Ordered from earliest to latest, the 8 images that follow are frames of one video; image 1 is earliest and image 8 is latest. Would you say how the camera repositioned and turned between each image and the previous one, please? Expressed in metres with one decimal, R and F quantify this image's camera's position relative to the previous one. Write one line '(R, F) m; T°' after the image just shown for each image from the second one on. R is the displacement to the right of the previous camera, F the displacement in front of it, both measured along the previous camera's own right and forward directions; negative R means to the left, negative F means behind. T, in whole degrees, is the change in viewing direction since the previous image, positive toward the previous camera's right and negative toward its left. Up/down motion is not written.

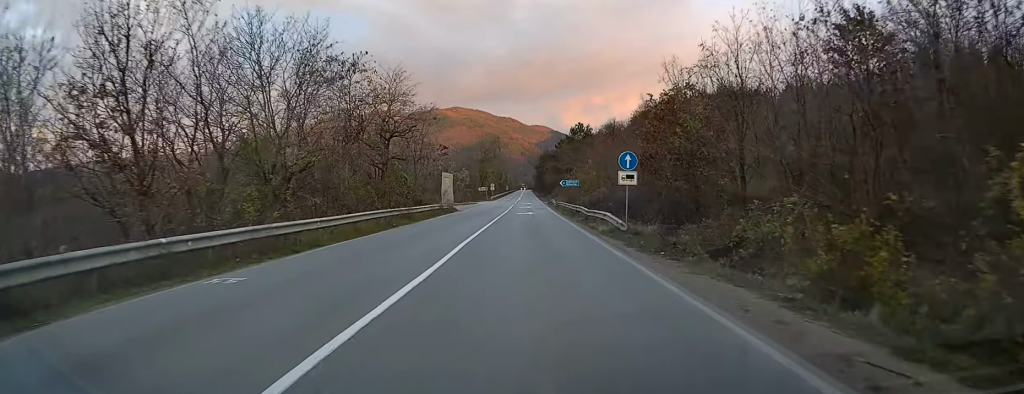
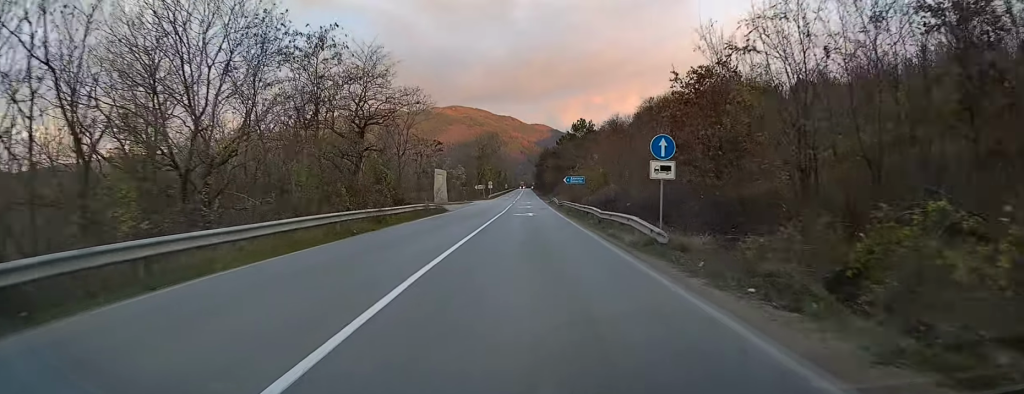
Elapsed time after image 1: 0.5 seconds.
(0.0, +6.6) m; 0°
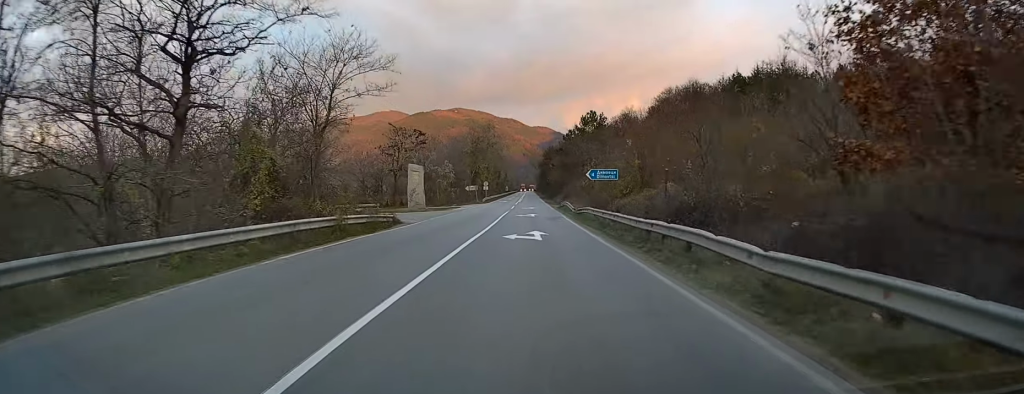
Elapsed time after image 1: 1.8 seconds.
(-0.1, +19.7) m; -1°
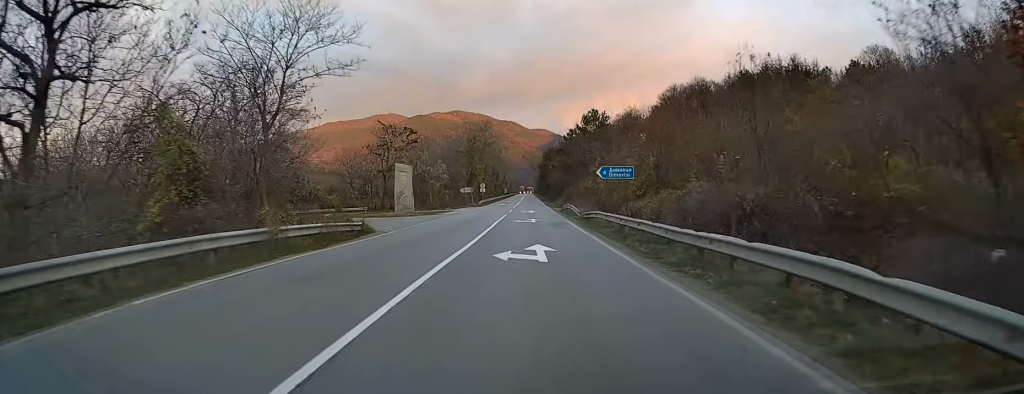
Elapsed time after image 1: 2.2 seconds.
(-0.2, +5.8) m; 0°
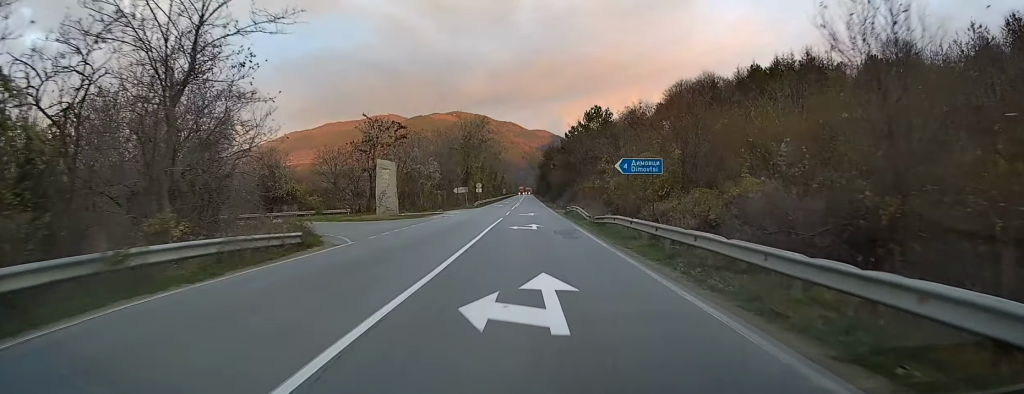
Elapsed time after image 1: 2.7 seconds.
(+0.1, +6.8) m; +1°
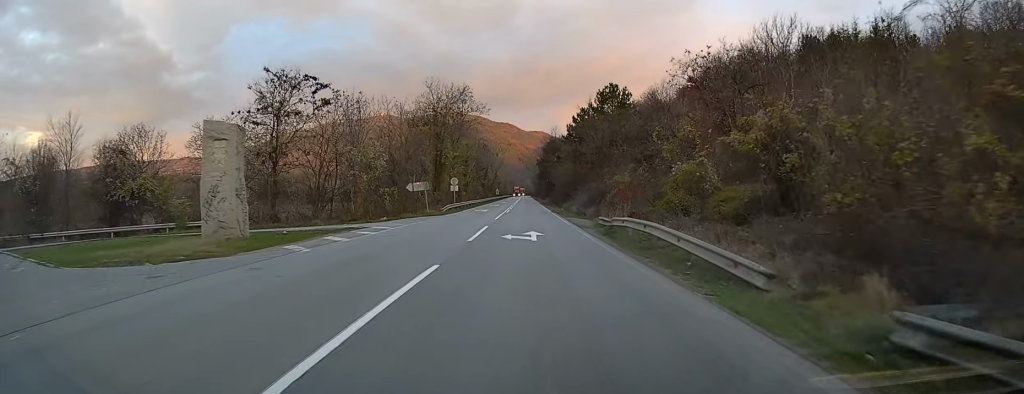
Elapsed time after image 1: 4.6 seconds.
(+0.5, +27.2) m; 0°
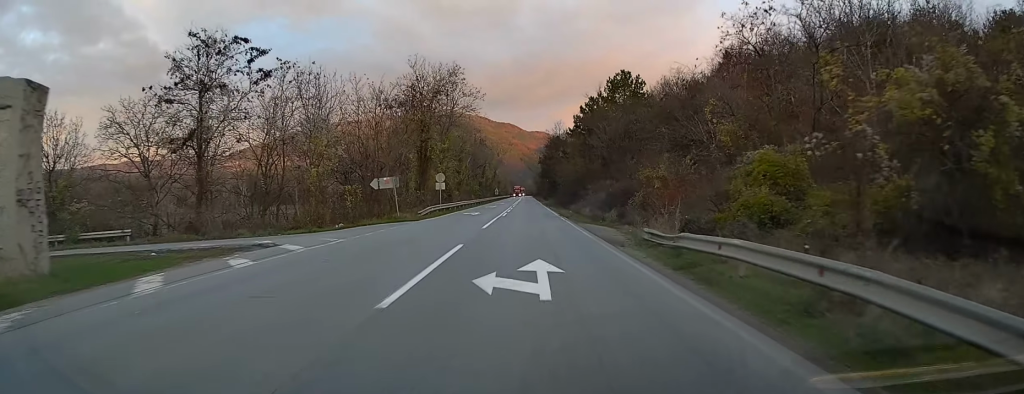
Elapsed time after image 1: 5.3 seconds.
(-0.2, +11.1) m; -1°
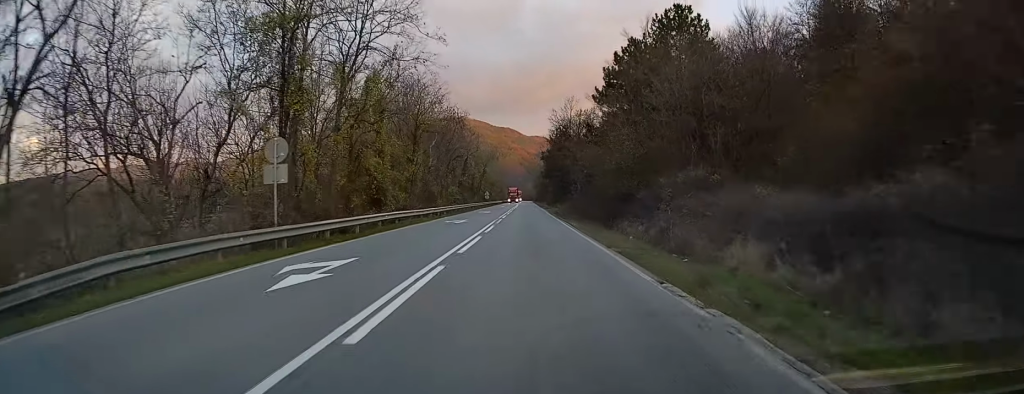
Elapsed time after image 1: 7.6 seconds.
(+0.3, +34.6) m; +1°
